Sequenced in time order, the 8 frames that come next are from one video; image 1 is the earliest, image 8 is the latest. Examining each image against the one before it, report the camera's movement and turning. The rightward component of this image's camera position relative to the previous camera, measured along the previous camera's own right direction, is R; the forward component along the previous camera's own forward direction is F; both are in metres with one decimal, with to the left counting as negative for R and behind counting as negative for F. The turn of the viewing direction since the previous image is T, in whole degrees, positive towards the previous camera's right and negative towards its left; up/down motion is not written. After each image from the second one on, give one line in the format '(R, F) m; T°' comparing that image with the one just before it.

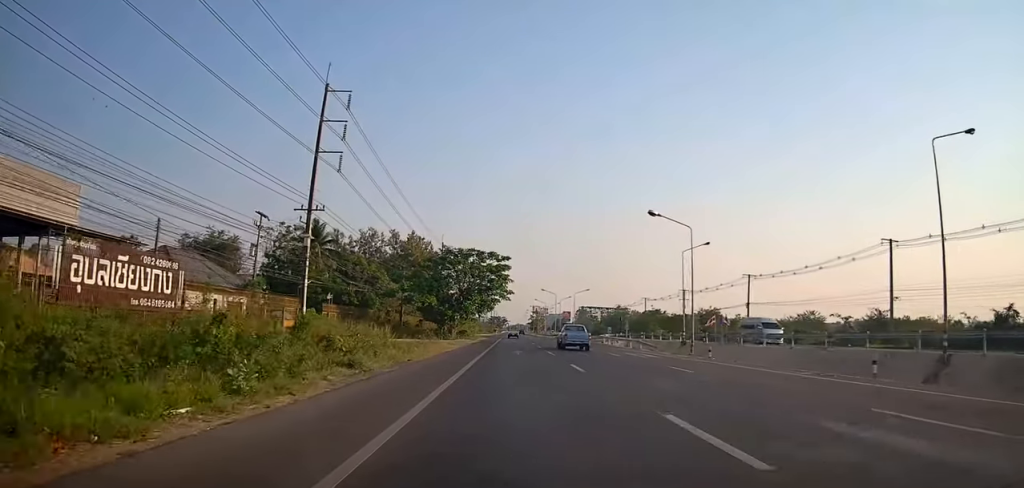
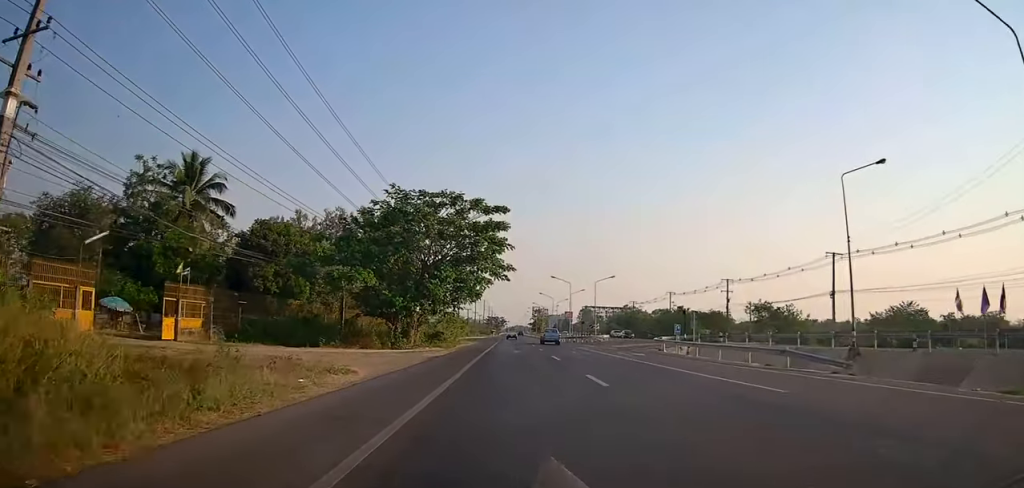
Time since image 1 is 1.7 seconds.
(+0.2, +28.7) m; 0°
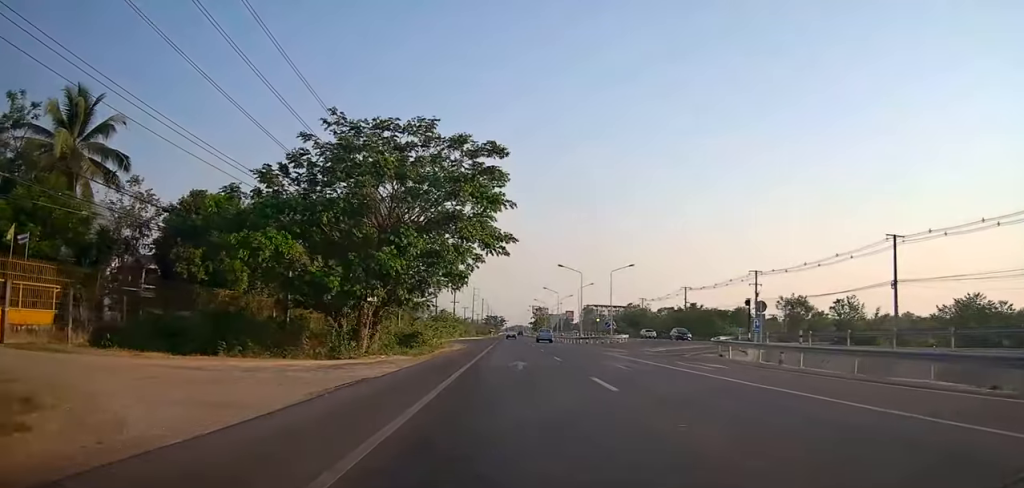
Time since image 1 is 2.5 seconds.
(-0.7, +13.4) m; 0°
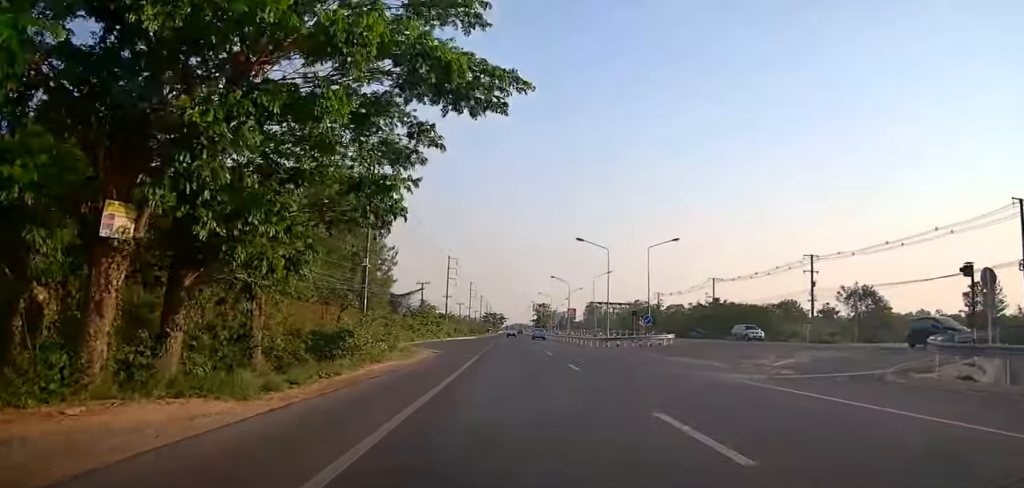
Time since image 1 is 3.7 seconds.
(+0.7, +19.0) m; 0°
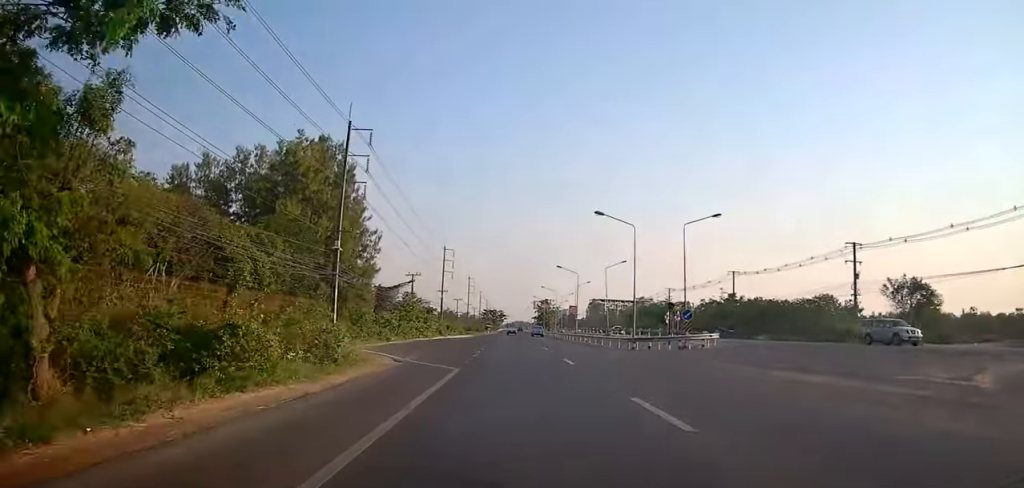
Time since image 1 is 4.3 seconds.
(-0.5, +10.6) m; 0°
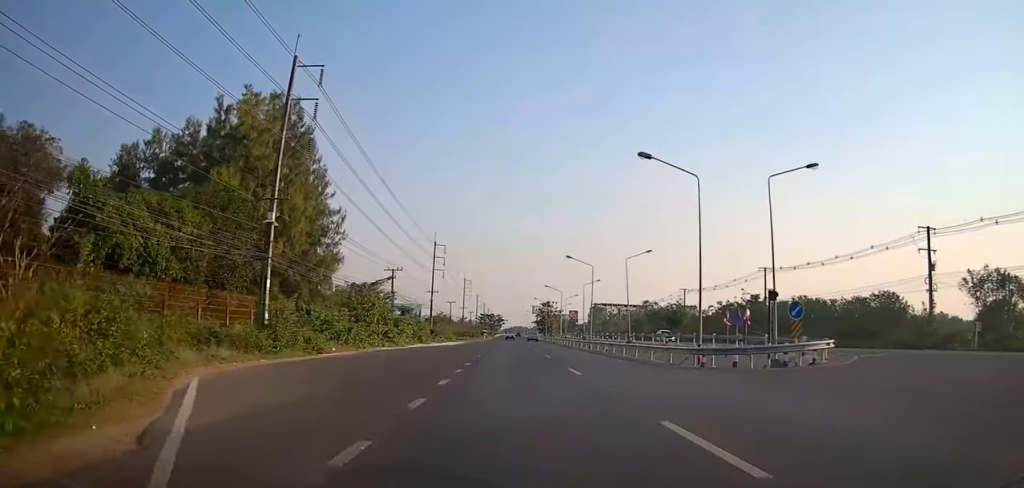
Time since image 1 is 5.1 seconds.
(0.0, +14.4) m; +1°
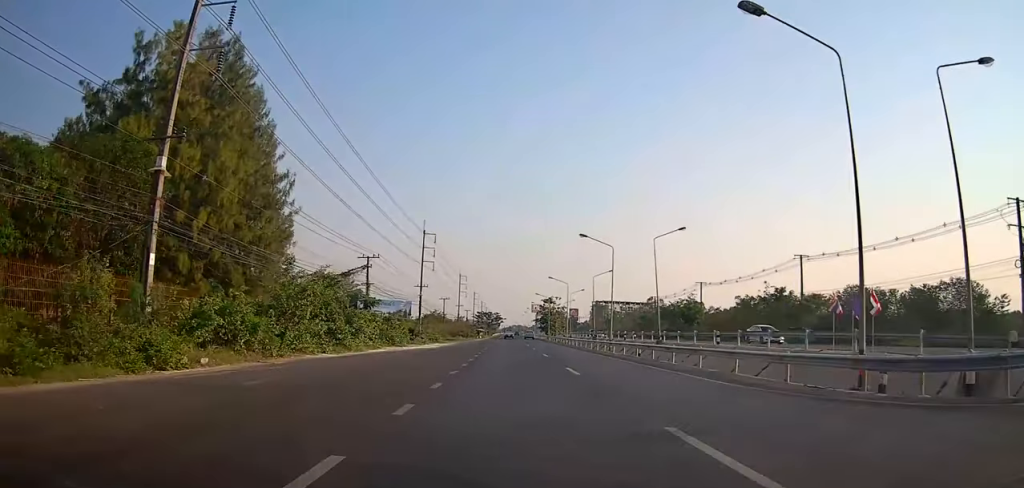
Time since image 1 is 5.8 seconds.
(+0.3, +12.8) m; +1°
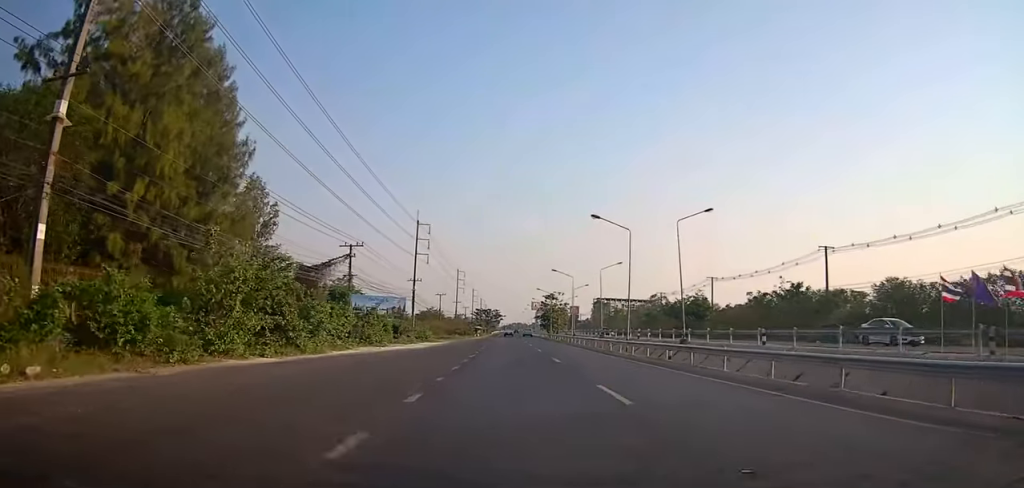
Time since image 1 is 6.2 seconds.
(0.0, +7.0) m; 0°
